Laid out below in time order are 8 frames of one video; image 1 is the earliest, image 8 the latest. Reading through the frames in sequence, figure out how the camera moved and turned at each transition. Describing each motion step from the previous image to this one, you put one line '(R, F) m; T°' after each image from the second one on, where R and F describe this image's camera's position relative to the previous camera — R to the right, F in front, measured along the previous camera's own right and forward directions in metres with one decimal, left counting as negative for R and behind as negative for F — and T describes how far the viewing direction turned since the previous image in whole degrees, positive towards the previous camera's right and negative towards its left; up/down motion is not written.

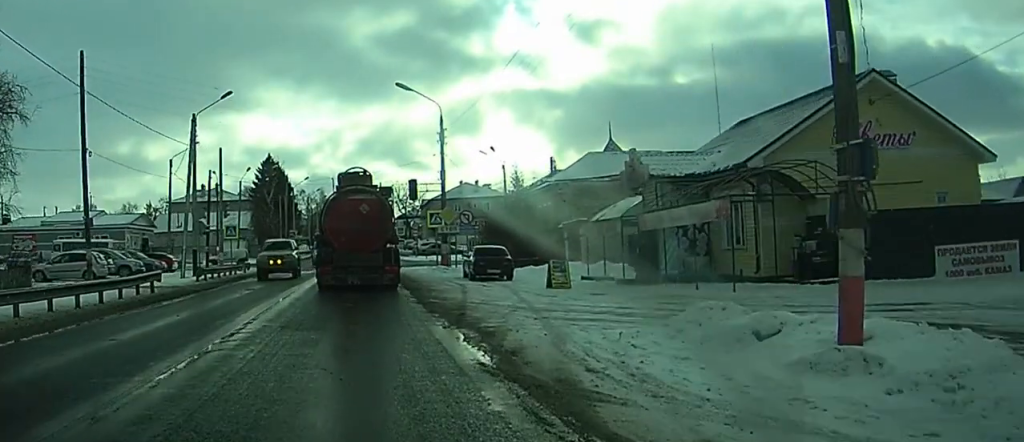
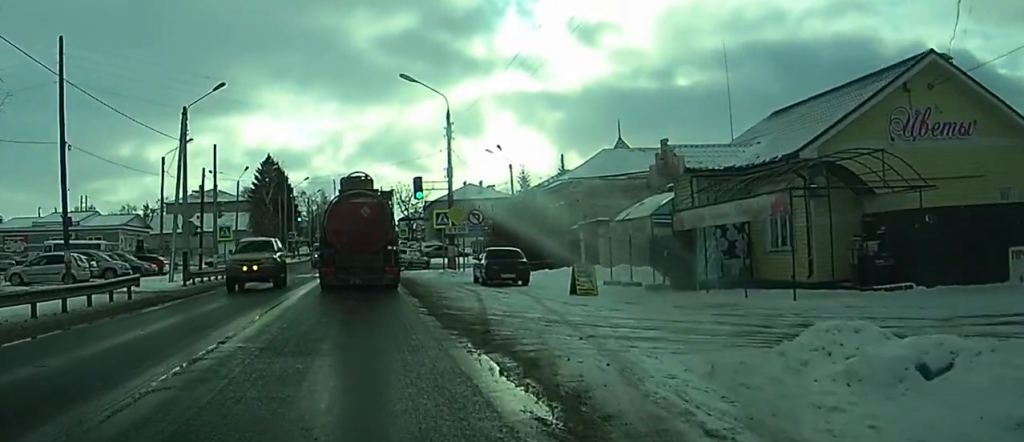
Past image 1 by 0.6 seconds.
(-0.1, +2.2) m; -2°
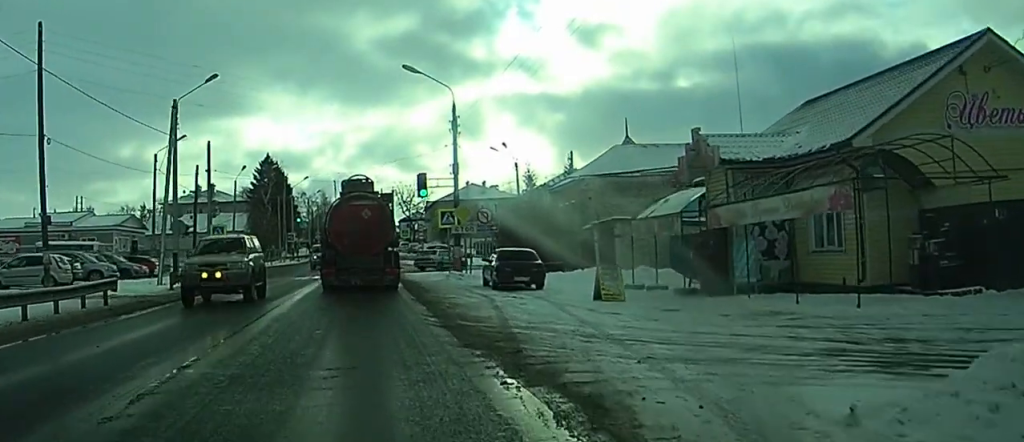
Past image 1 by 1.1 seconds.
(-0.1, +1.7) m; -2°
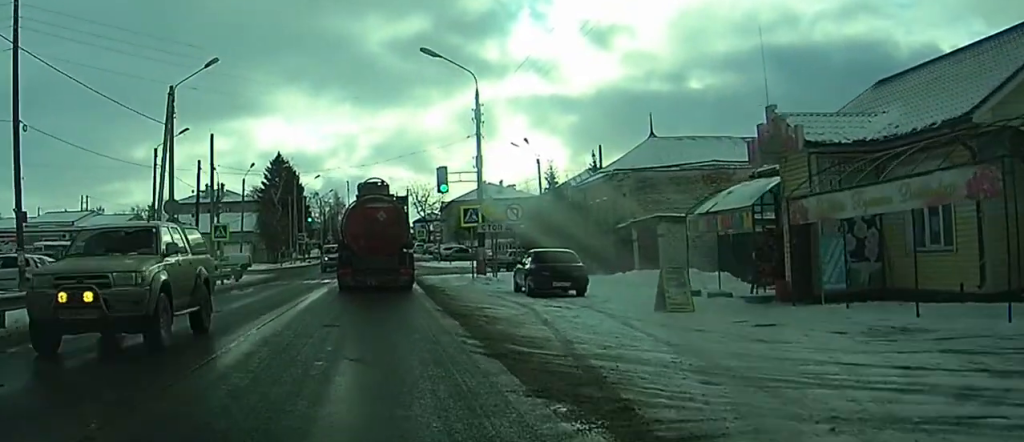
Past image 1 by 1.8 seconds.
(0.0, +2.3) m; 0°
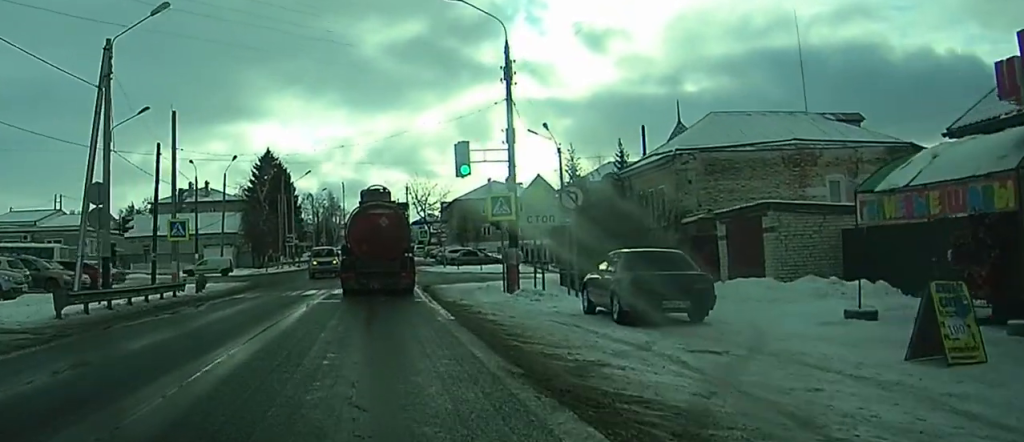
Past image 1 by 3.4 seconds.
(+0.1, +5.3) m; +2°
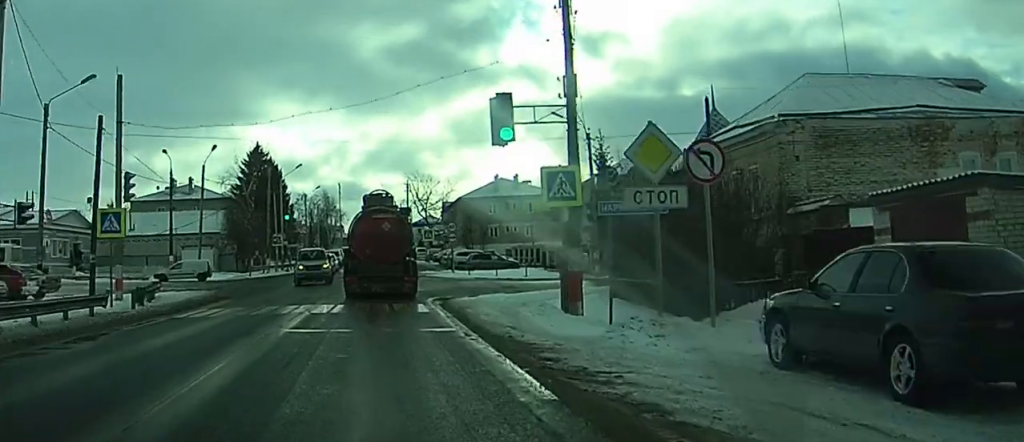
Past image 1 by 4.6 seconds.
(+0.1, +5.5) m; +3°
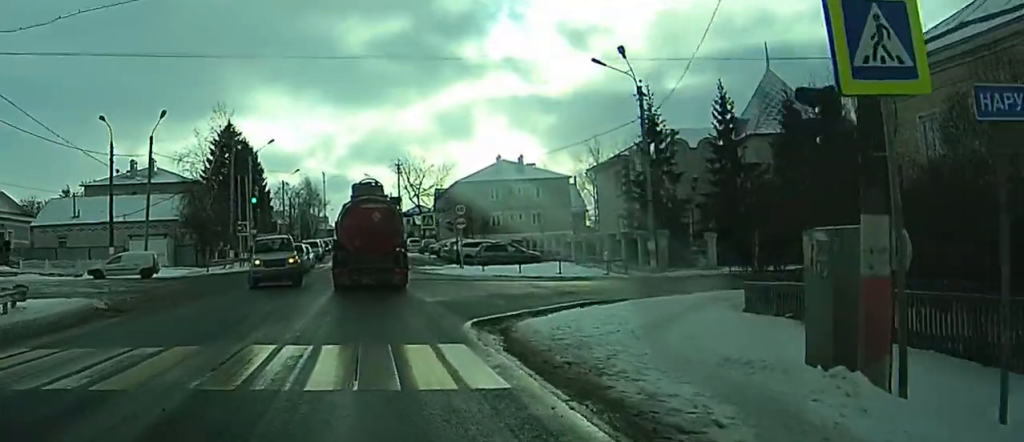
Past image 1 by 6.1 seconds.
(+0.2, +8.9) m; +7°
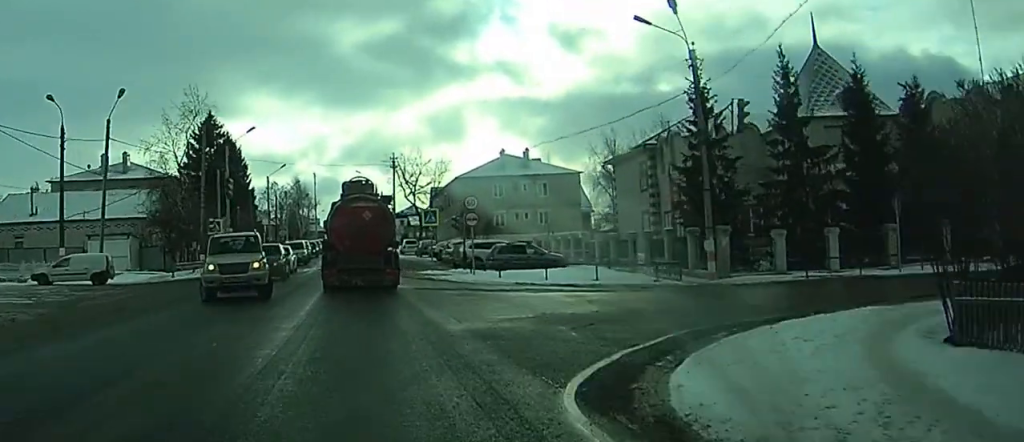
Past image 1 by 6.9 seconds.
(+0.4, +6.6) m; -3°
